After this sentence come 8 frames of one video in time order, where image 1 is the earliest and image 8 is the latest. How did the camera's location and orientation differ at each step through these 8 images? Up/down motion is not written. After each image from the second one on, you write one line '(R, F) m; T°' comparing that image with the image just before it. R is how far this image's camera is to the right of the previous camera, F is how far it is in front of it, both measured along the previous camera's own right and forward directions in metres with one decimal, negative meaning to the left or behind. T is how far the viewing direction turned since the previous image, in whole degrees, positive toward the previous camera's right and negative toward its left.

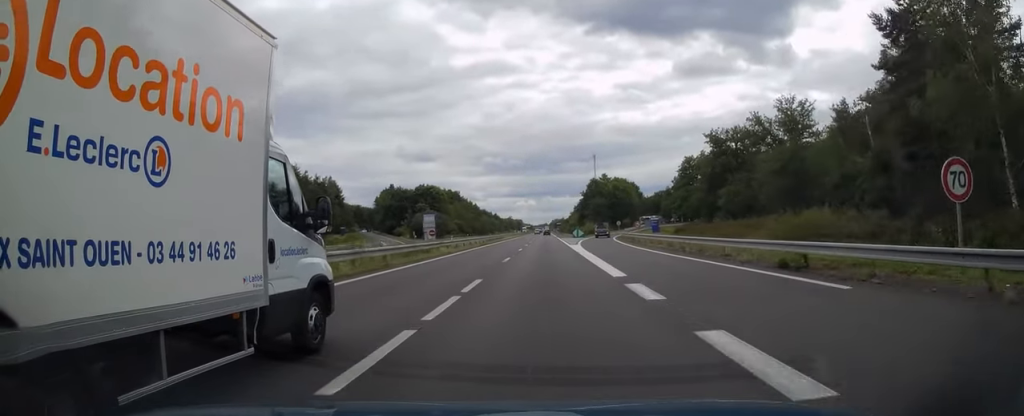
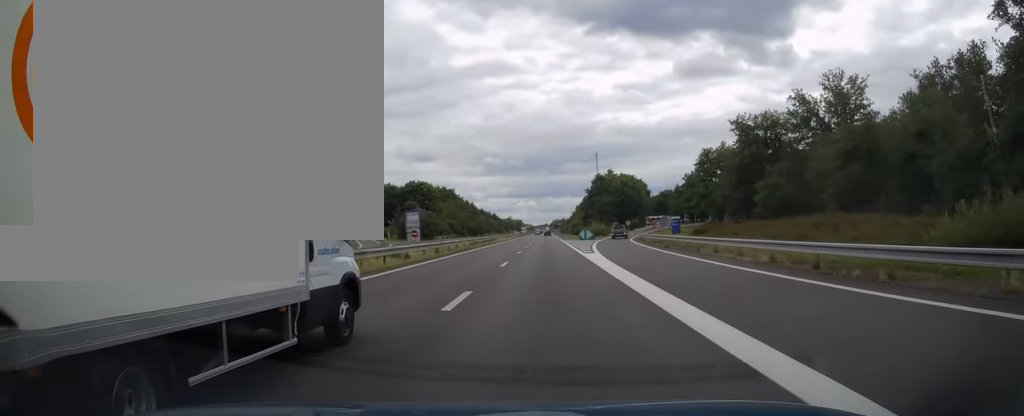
(-0.1, +16.3) m; 0°
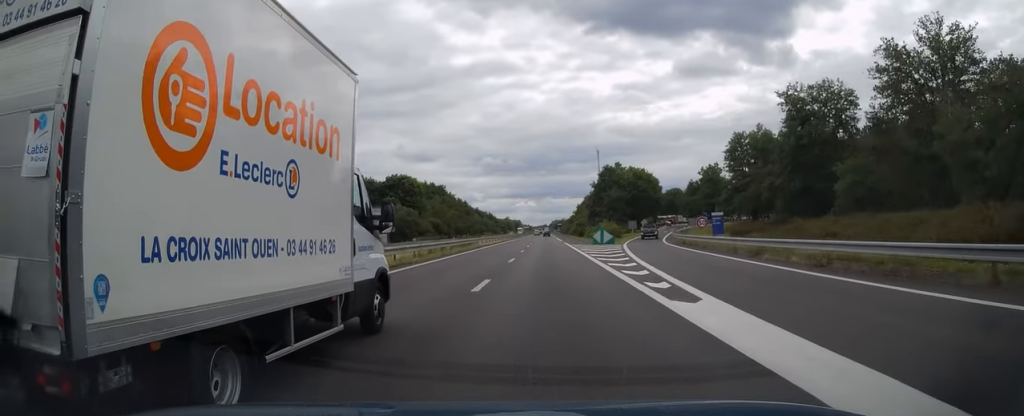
(+0.1, +22.7) m; 0°
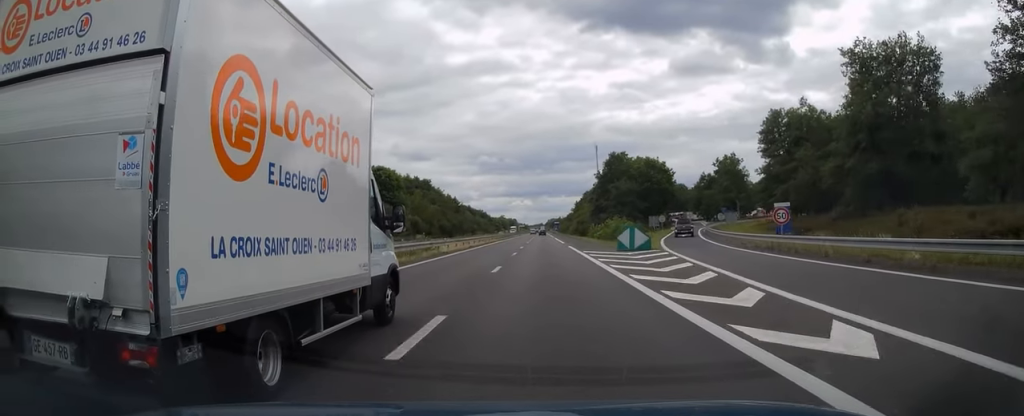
(0.0, +20.2) m; 0°
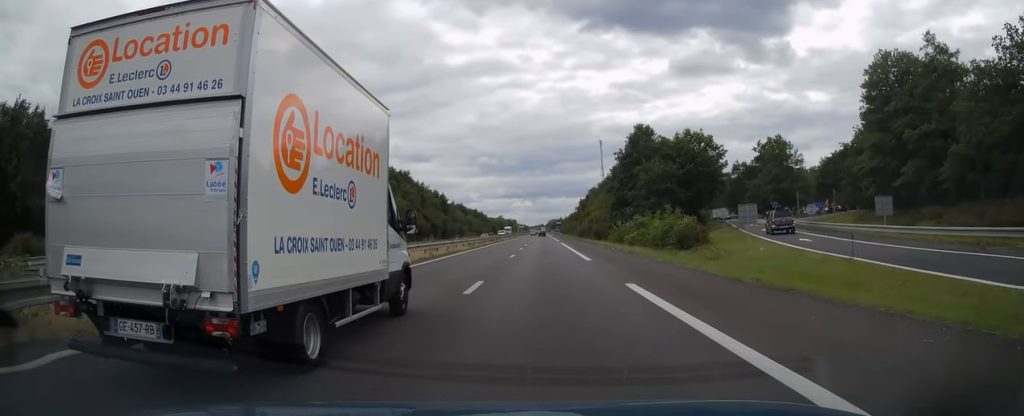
(0.0, +32.0) m; 0°
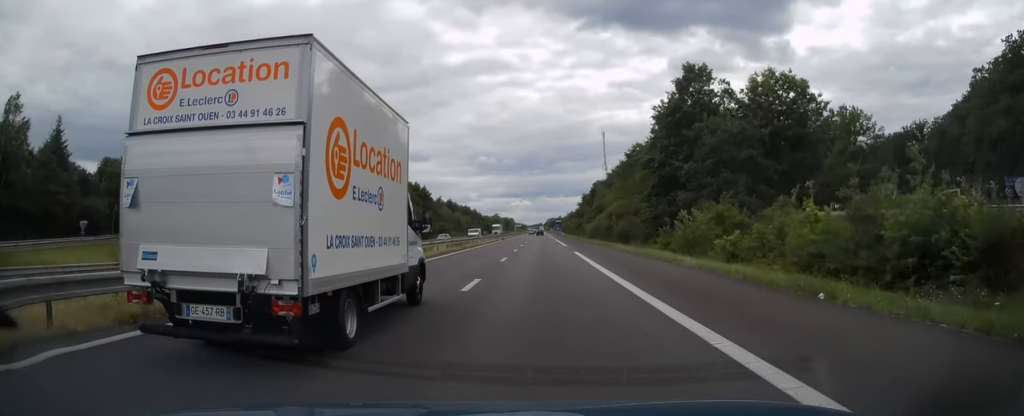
(+0.1, +31.0) m; 0°
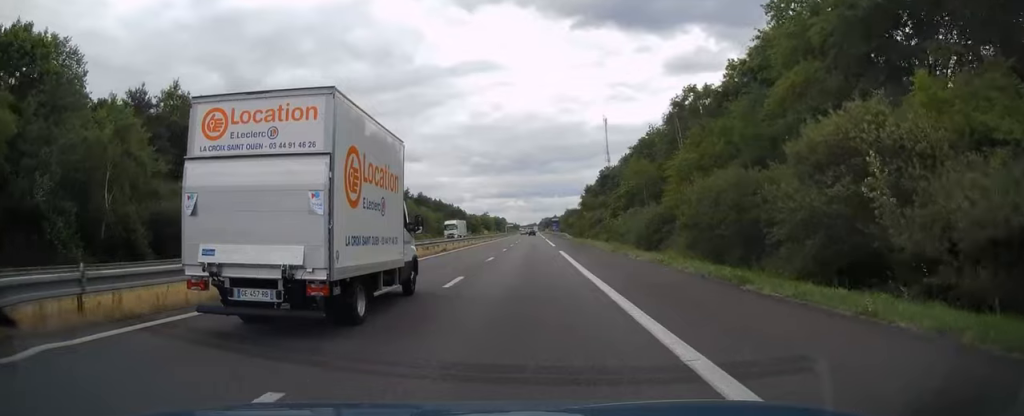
(+0.1, +50.7) m; 0°
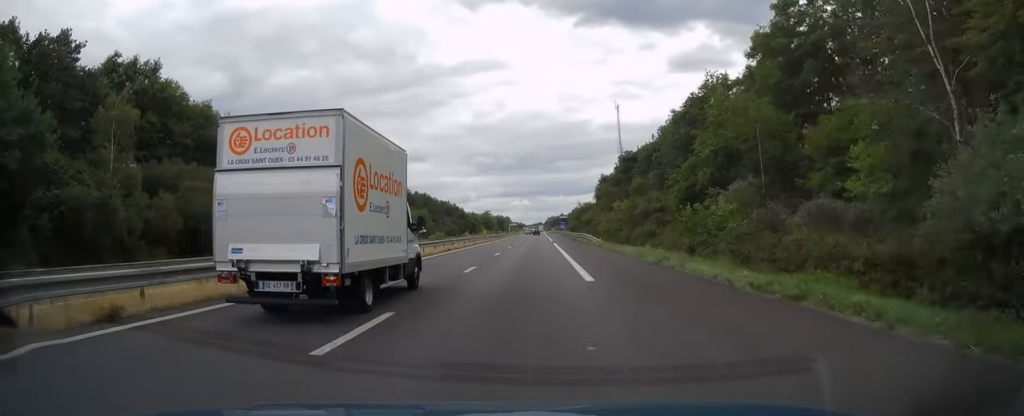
(+0.1, +33.9) m; 0°
